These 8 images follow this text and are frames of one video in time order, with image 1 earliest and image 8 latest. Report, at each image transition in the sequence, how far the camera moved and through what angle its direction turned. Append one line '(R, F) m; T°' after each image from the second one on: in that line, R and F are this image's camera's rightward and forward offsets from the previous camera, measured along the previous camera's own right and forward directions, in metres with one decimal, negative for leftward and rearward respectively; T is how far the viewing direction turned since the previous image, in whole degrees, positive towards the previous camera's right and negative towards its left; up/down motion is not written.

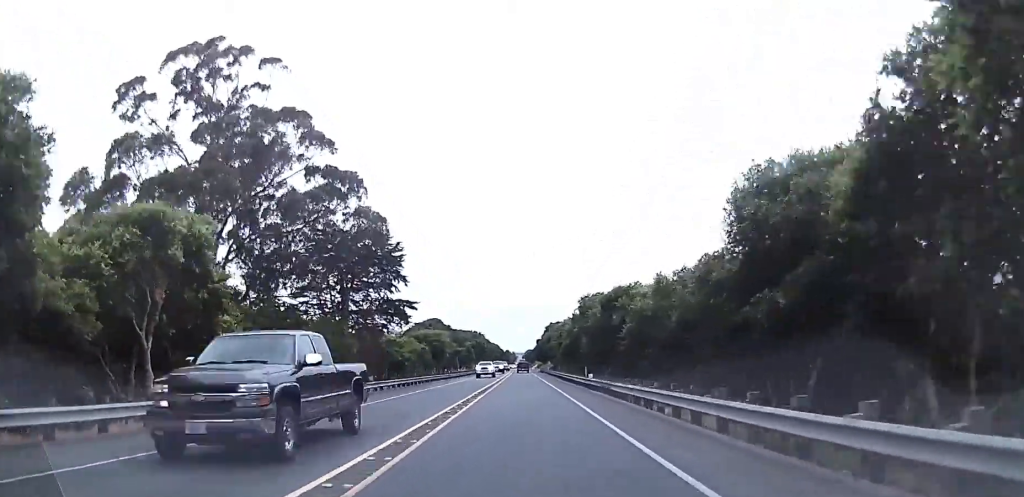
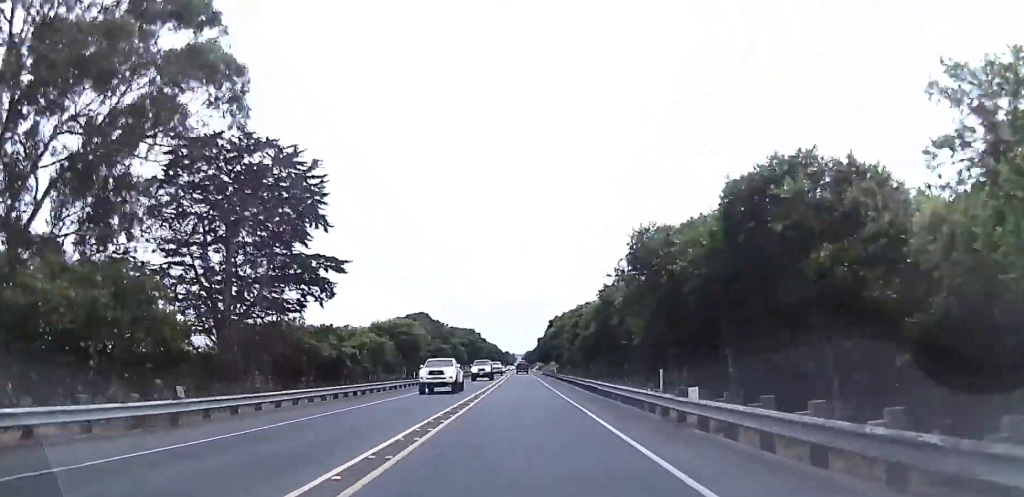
(-0.1, +21.5) m; -1°
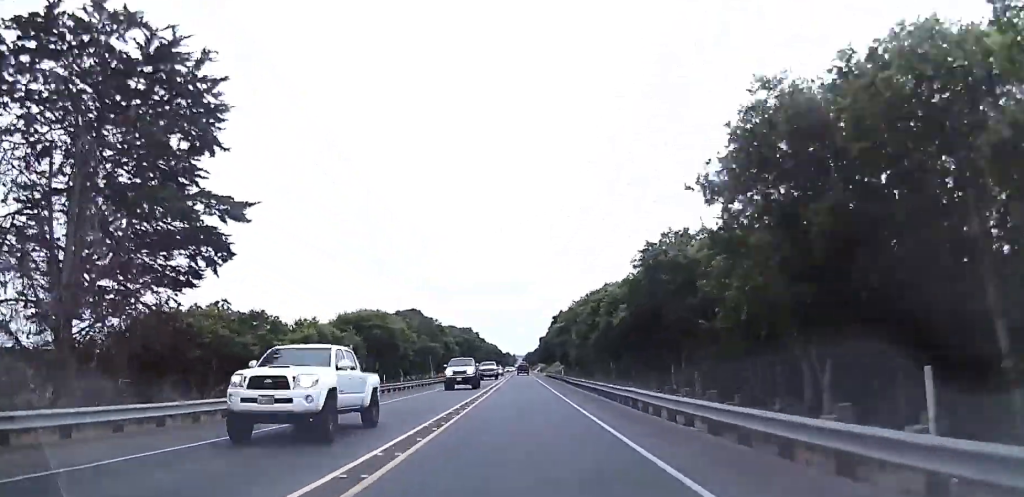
(0.0, +12.0) m; 0°
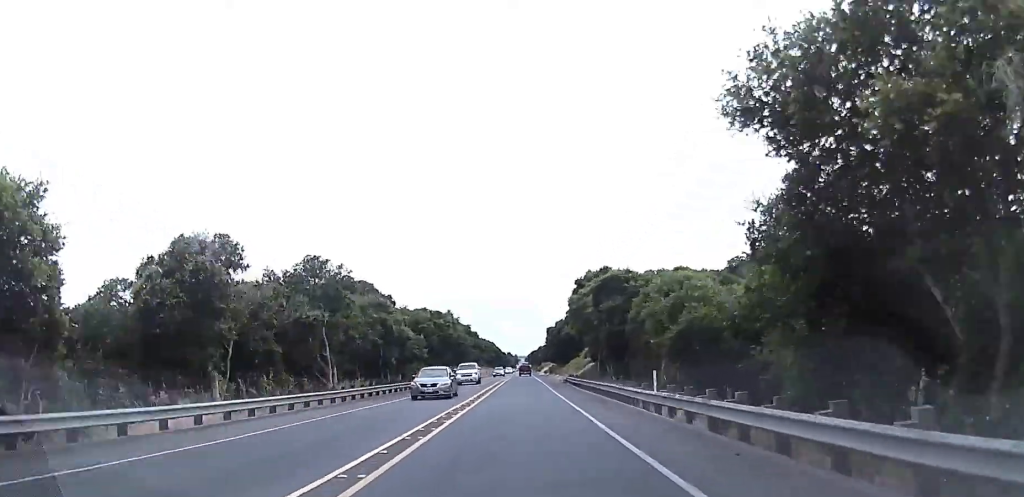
(0.0, +43.5) m; 0°
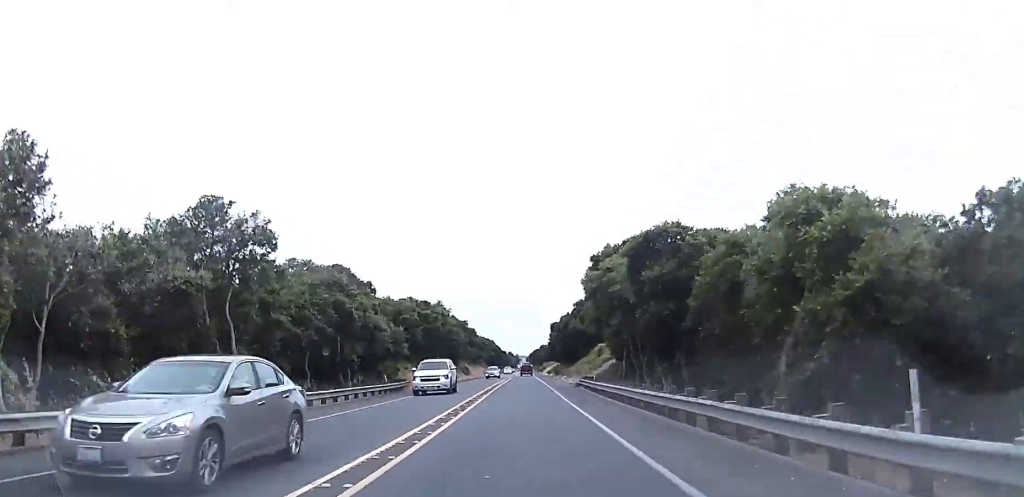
(0.0, +13.2) m; 0°
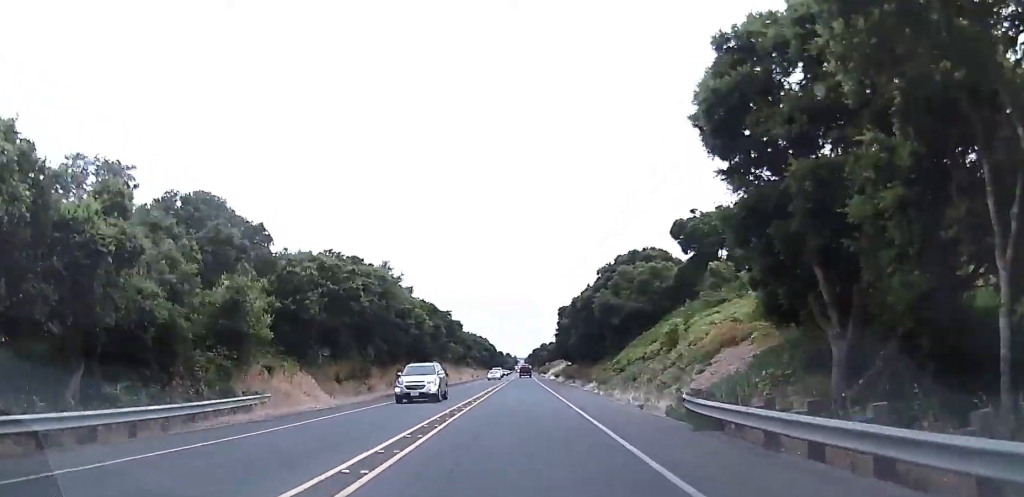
(-0.1, +33.5) m; 0°
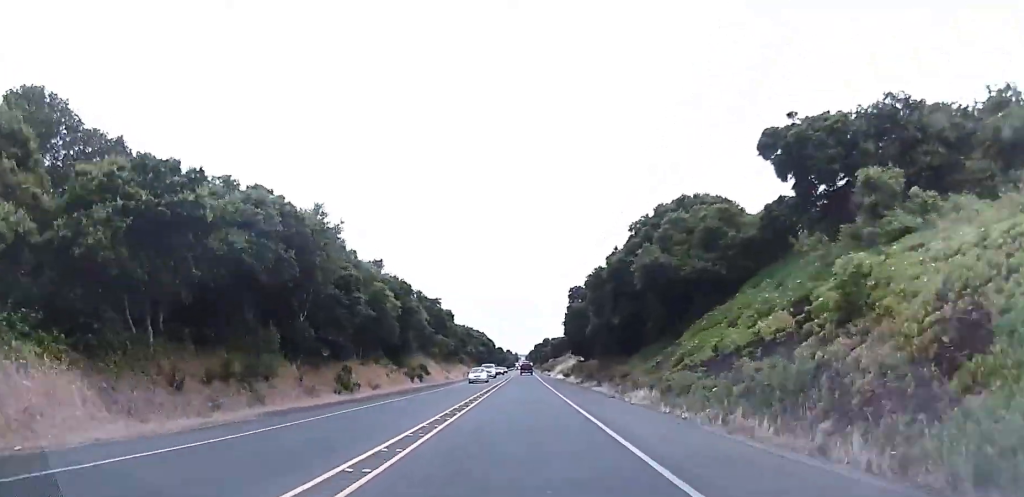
(0.0, +18.5) m; 0°
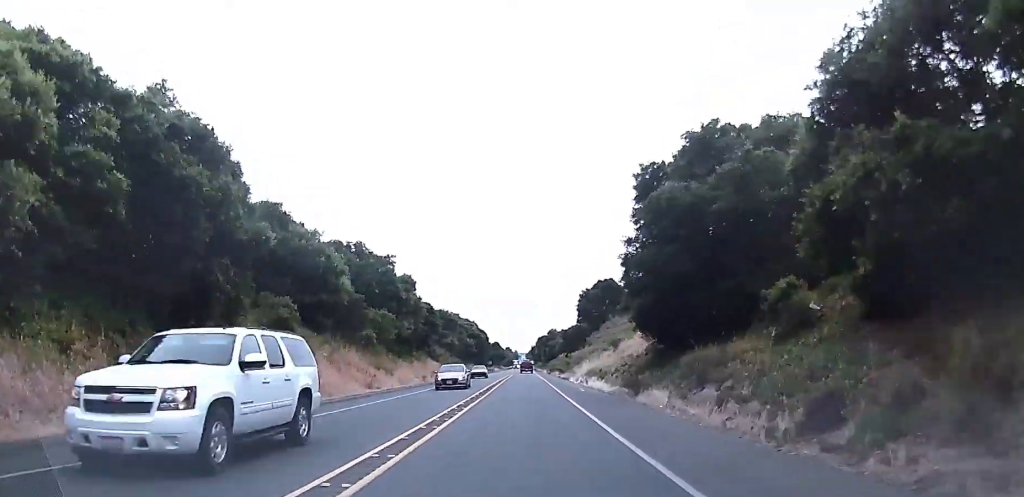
(+0.1, +41.5) m; 0°
